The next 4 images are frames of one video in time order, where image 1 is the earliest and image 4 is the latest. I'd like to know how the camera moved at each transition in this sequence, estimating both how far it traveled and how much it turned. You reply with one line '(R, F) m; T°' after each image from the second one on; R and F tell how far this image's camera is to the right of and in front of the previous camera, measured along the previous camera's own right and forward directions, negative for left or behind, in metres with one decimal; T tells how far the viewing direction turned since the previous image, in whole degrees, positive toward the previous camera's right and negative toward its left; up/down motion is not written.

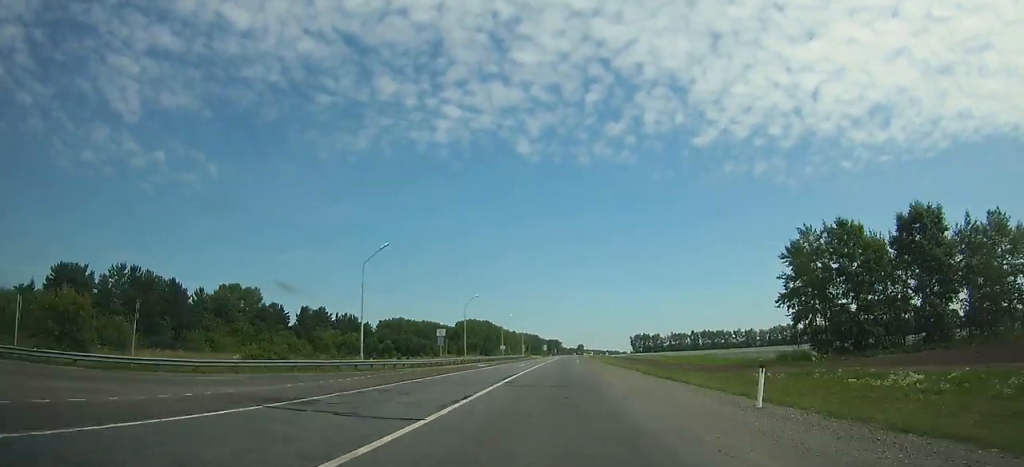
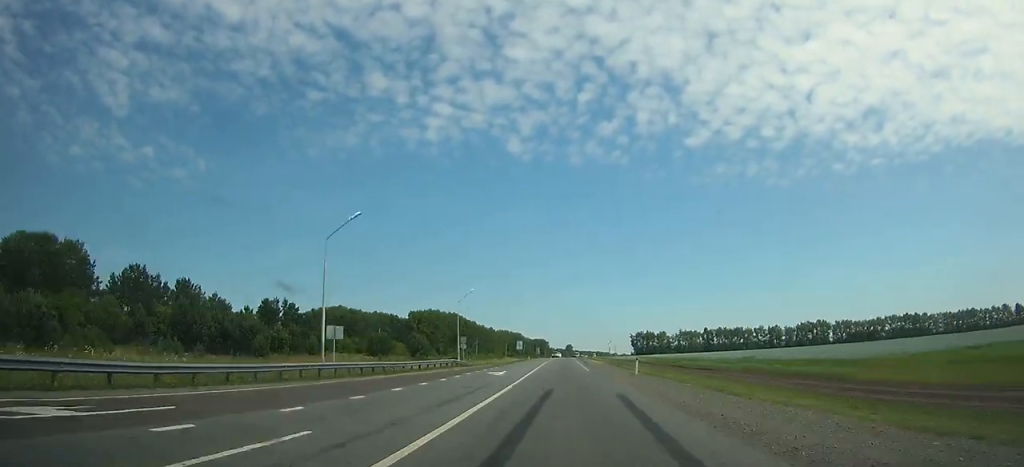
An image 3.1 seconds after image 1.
(+0.5, +79.5) m; +1°
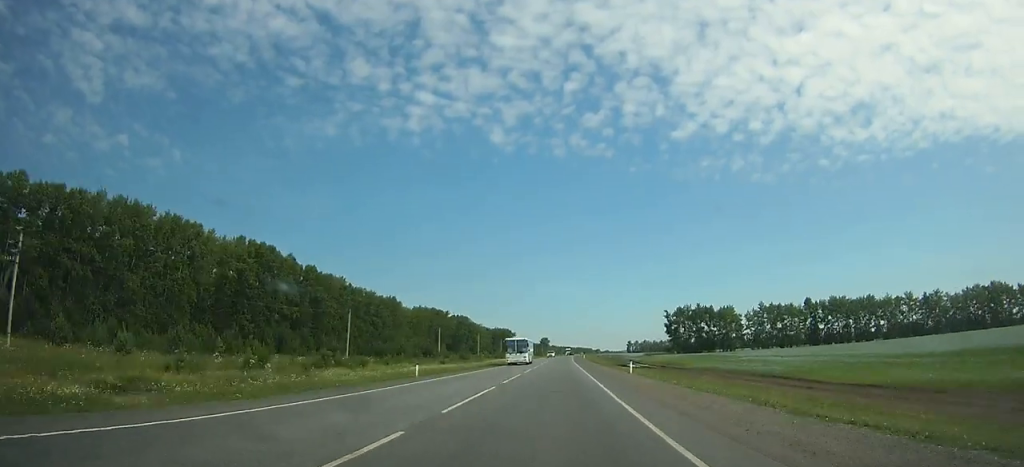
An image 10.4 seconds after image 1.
(+4.7, +194.5) m; +3°
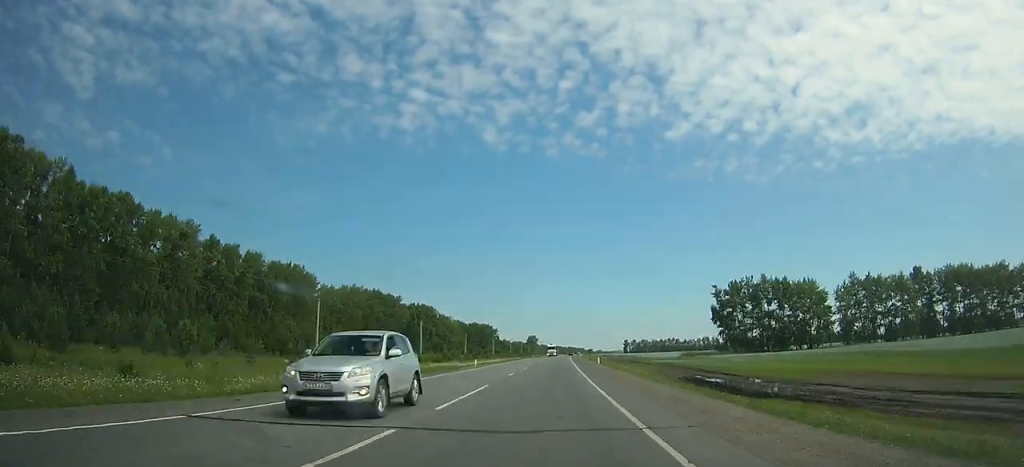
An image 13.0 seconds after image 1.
(+0.5, +71.5) m; +1°
